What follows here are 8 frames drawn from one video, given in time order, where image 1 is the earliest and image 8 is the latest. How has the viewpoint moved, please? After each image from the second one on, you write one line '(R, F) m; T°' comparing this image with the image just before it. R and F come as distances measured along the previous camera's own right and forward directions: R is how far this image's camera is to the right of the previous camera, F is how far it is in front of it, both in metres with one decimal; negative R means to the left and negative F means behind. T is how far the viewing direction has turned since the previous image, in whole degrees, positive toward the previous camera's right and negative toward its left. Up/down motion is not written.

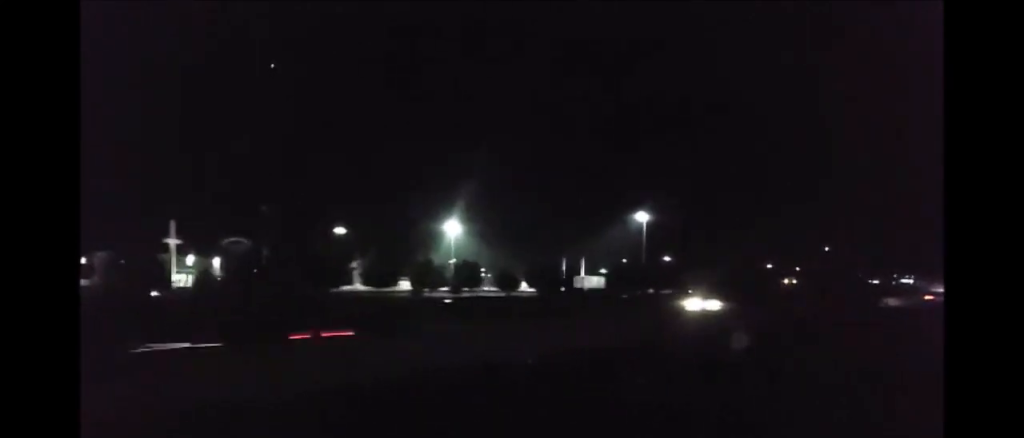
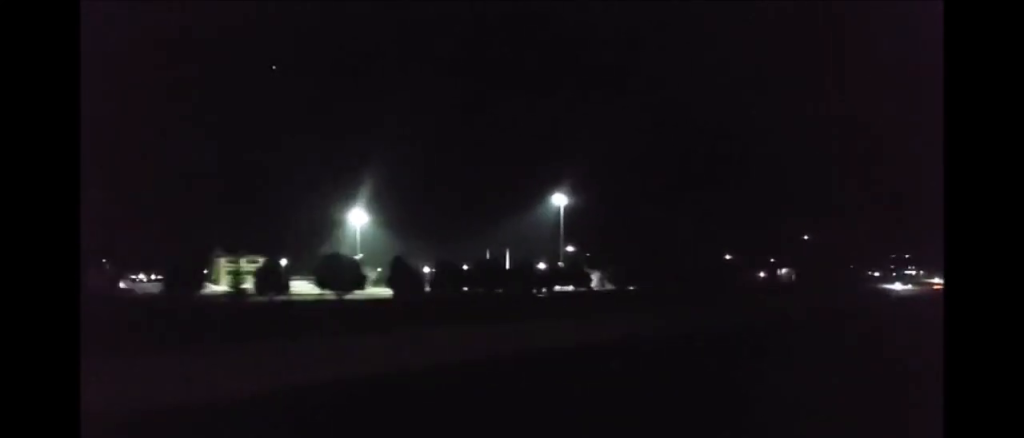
(-0.6, +40.6) m; -1°
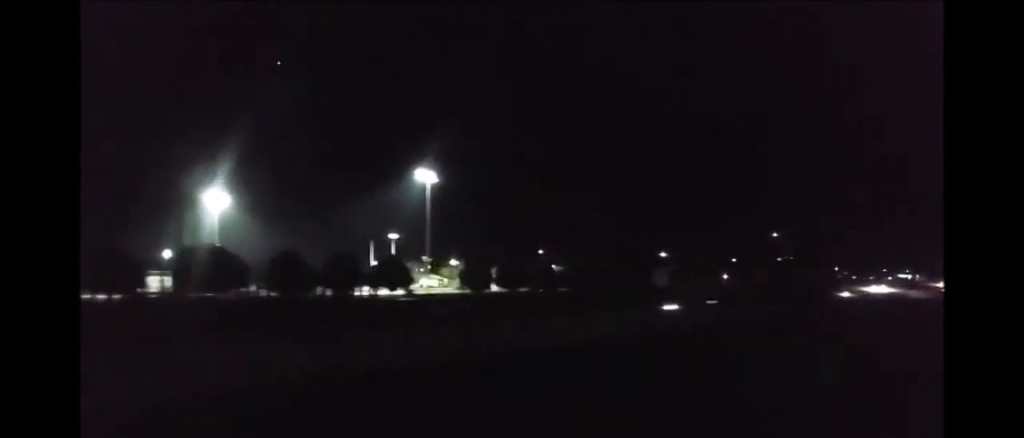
(+0.2, +42.4) m; 0°
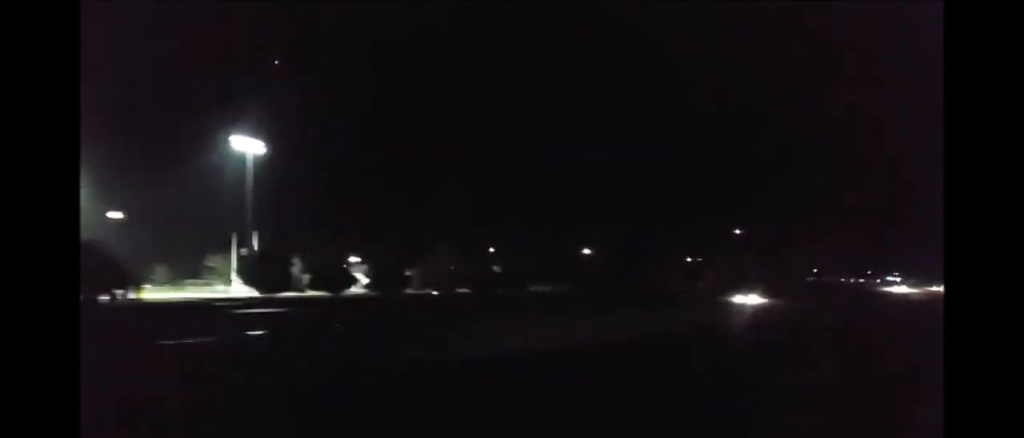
(-0.2, +33.5) m; -1°
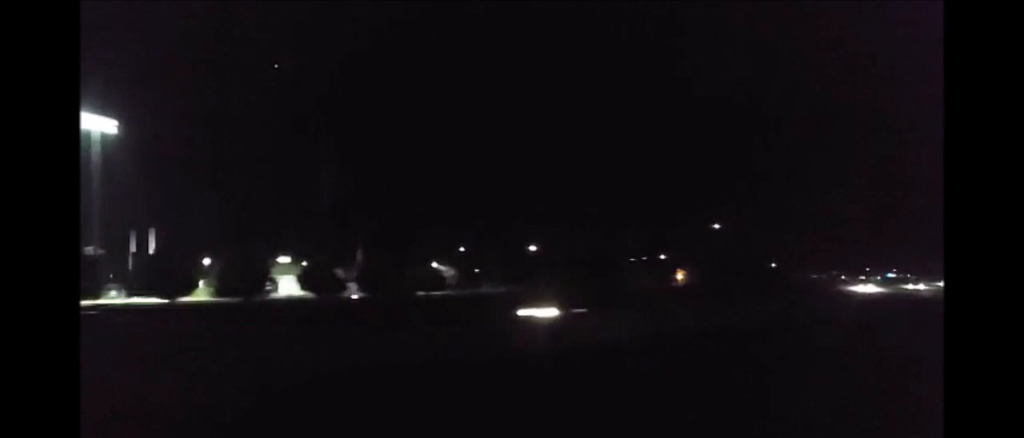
(0.0, +18.7) m; 0°
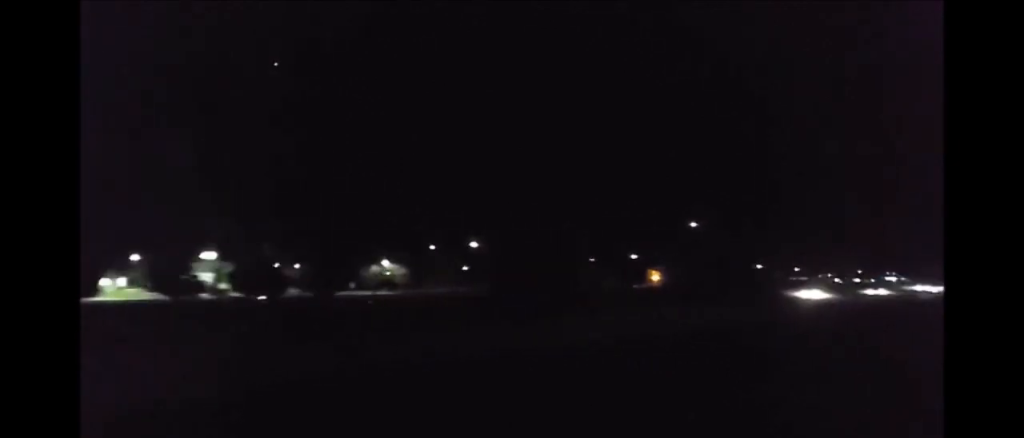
(+0.1, +14.8) m; 0°
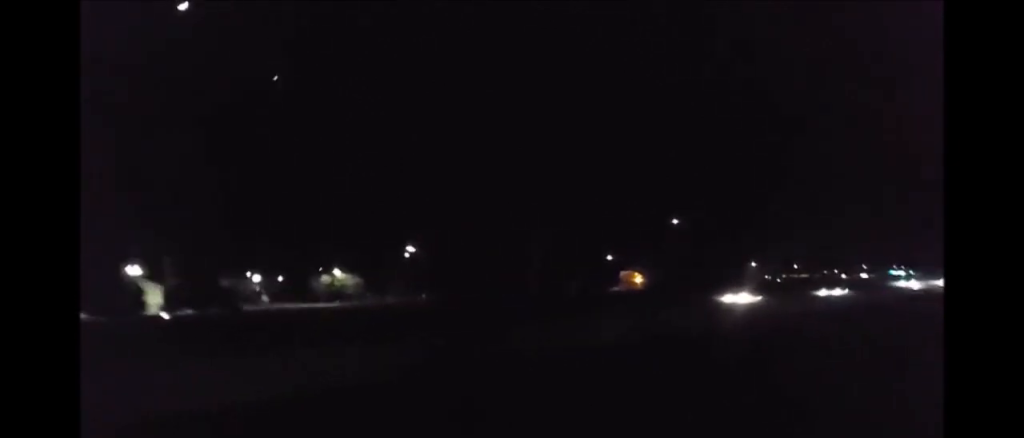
(-0.2, +15.8) m; 0°
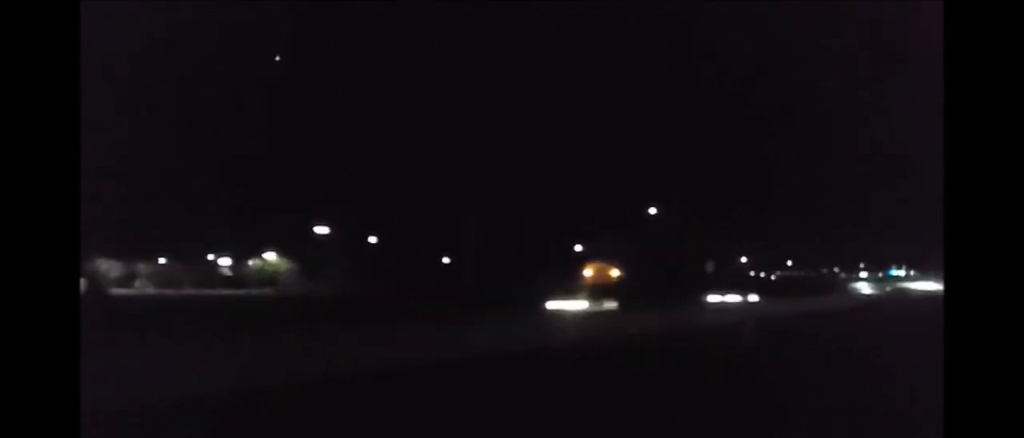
(-0.1, +15.8) m; 0°
